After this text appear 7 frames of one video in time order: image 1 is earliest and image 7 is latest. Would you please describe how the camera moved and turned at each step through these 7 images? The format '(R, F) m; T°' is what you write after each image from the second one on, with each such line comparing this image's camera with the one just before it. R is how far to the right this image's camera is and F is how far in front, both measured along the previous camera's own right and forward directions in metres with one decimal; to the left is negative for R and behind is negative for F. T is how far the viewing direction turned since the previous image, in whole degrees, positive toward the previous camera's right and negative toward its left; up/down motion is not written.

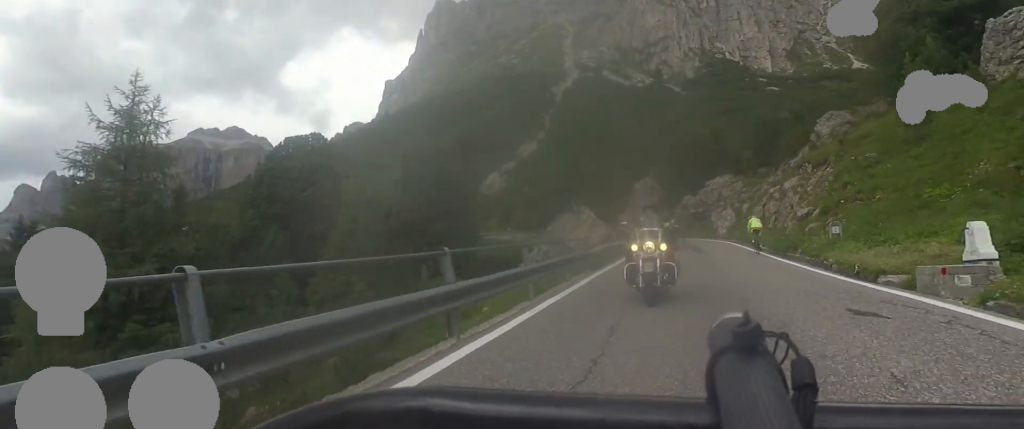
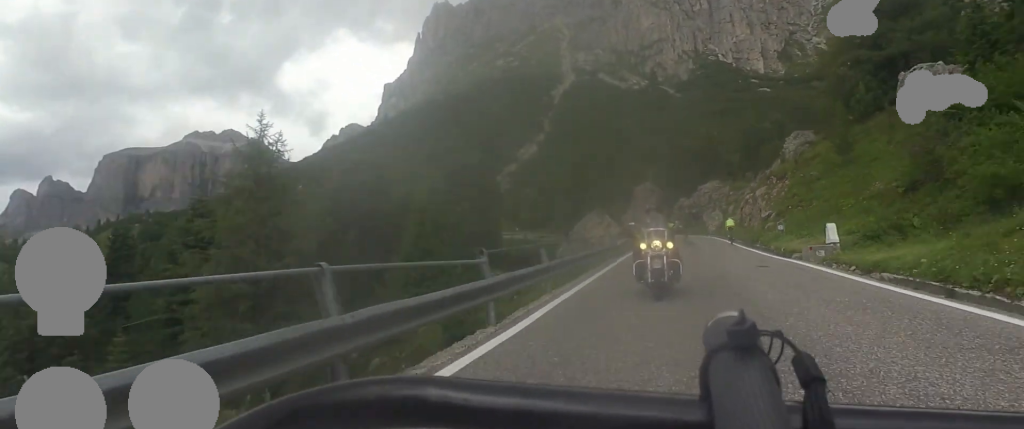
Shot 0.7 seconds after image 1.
(+0.4, +9.5) m; 0°
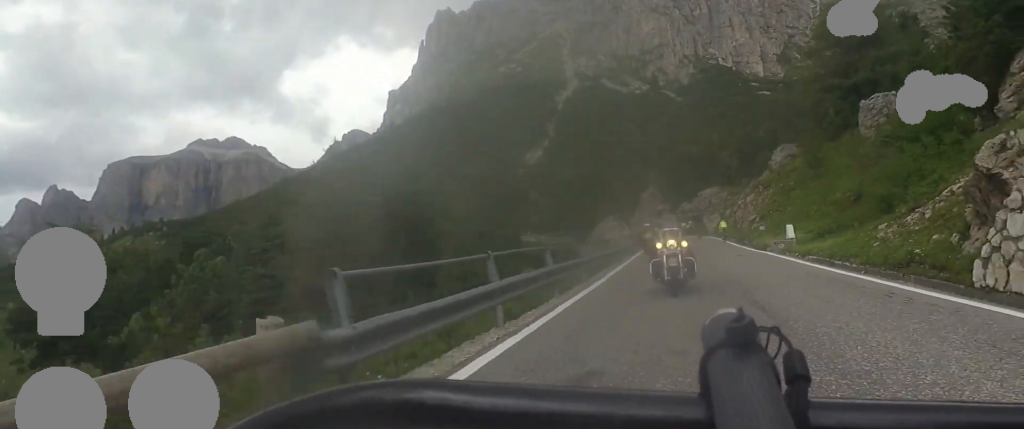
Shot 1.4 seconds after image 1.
(-0.6, +8.2) m; 0°
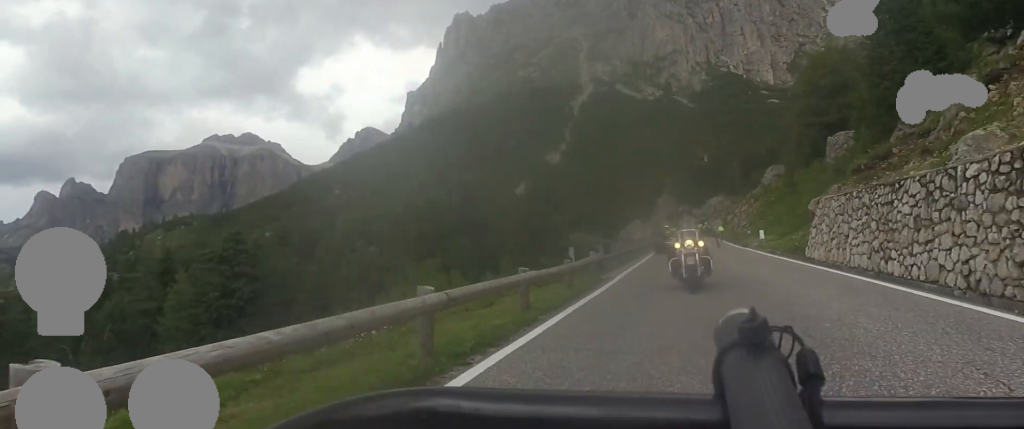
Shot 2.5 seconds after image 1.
(+0.7, +14.6) m; +4°
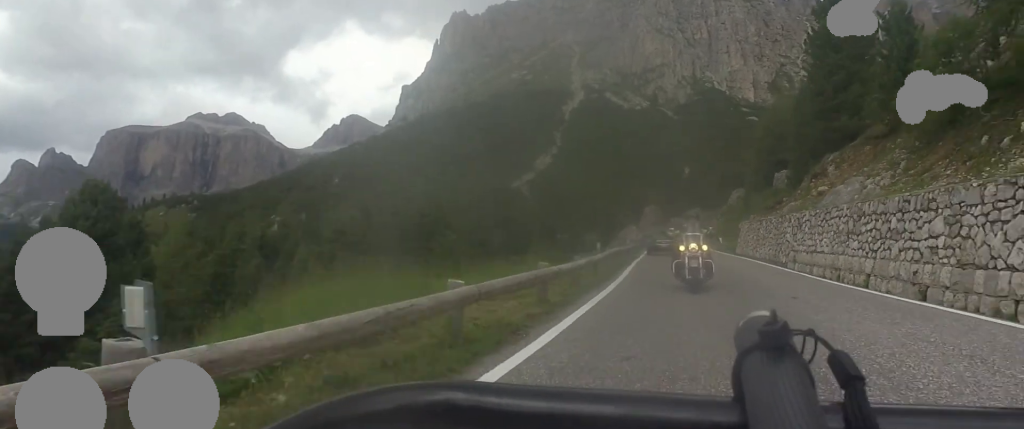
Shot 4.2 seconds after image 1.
(+0.1, +20.5) m; +1°
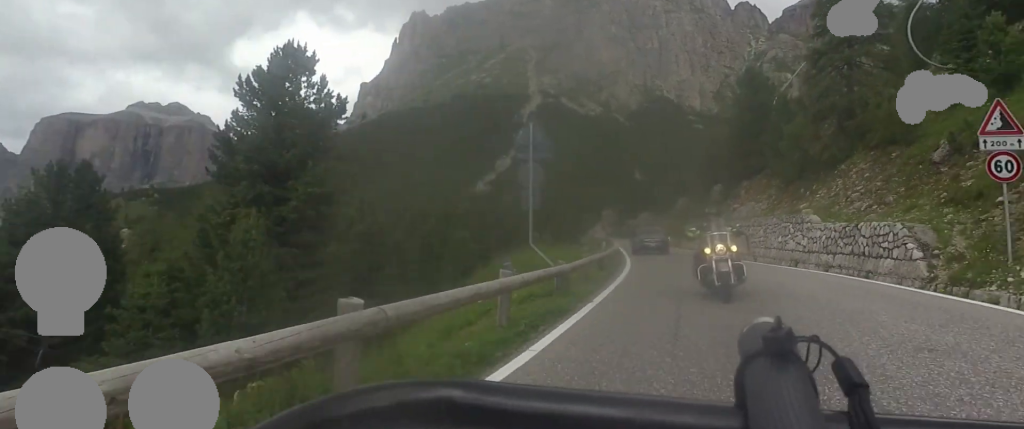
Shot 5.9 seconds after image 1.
(+1.1, +17.7) m; +9°
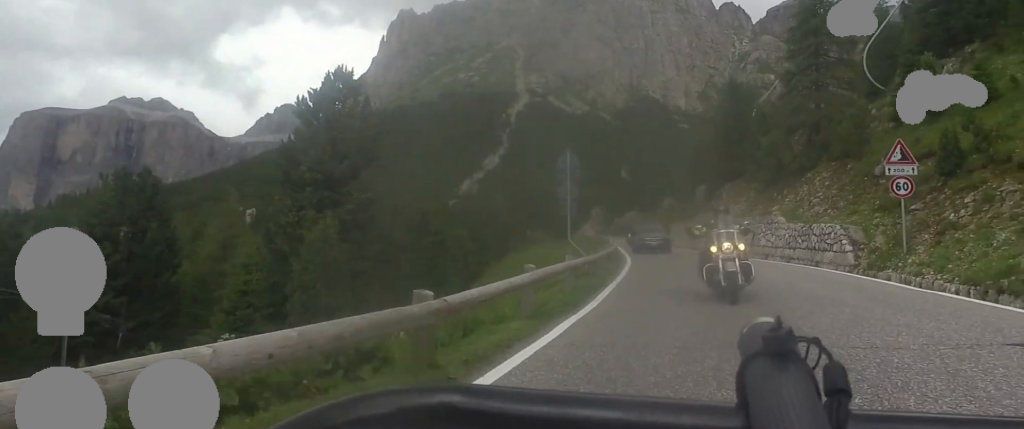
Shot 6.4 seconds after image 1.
(+0.5, +5.0) m; +1°
